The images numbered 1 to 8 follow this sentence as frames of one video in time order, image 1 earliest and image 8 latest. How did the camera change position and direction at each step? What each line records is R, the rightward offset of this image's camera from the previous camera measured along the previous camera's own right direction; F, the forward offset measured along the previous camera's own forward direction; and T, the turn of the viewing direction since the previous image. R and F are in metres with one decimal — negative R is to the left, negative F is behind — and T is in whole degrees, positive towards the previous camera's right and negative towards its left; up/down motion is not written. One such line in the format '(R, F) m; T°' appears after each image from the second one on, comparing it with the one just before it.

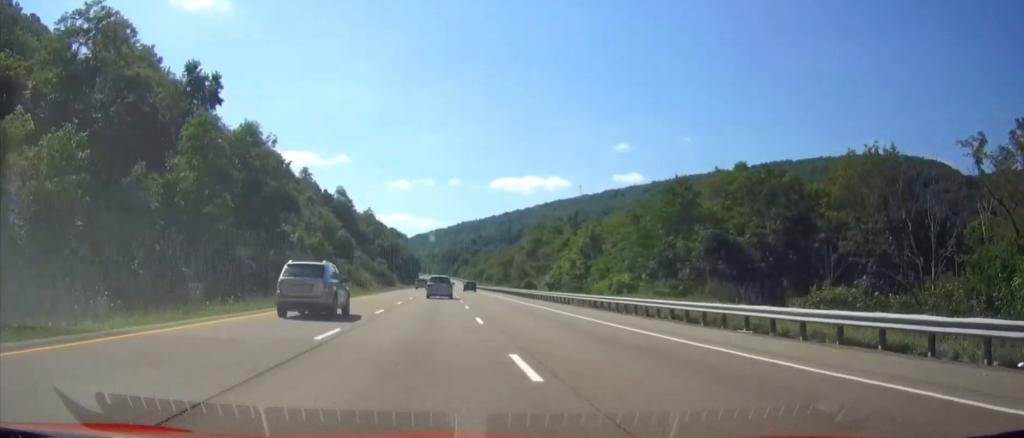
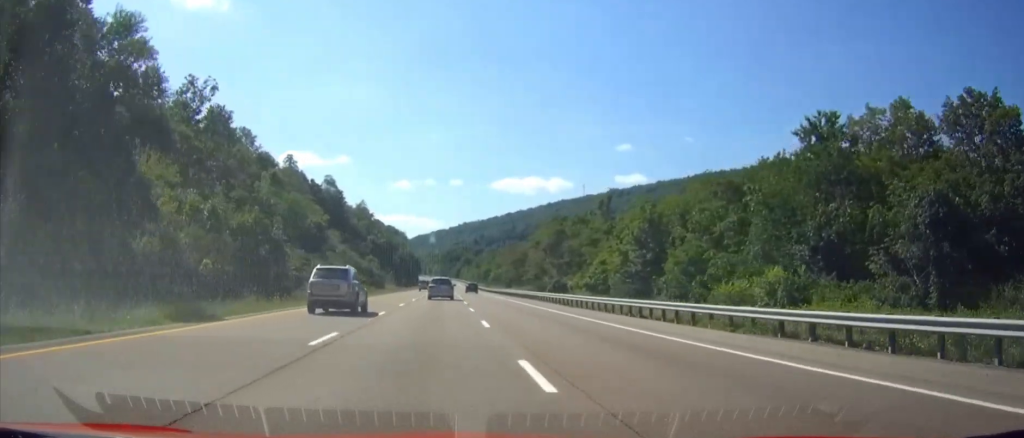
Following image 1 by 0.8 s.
(0.0, +25.1) m; 0°
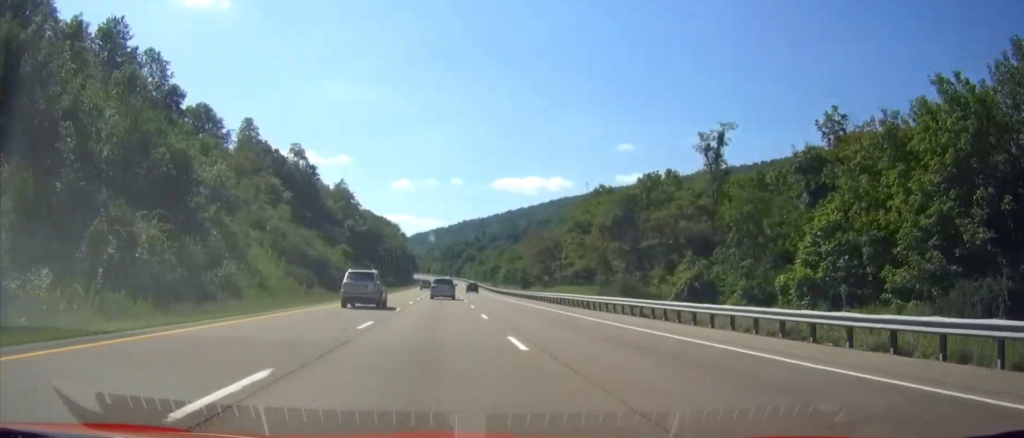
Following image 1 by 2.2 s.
(0.0, +43.8) m; 0°
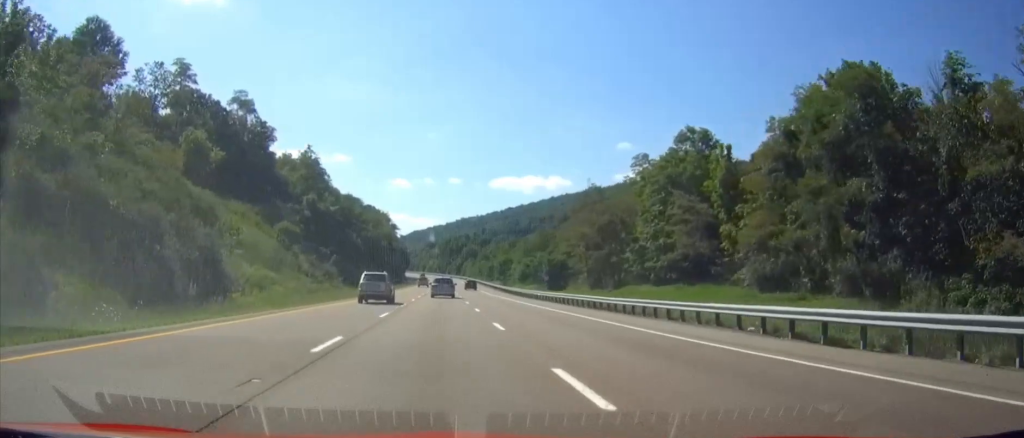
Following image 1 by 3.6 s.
(0.0, +42.7) m; 0°
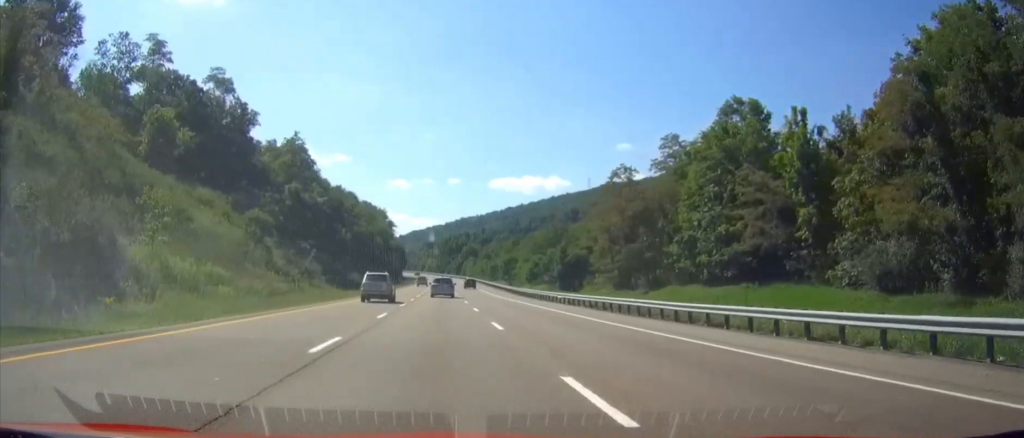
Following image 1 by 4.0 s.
(0.0, +12.5) m; 0°
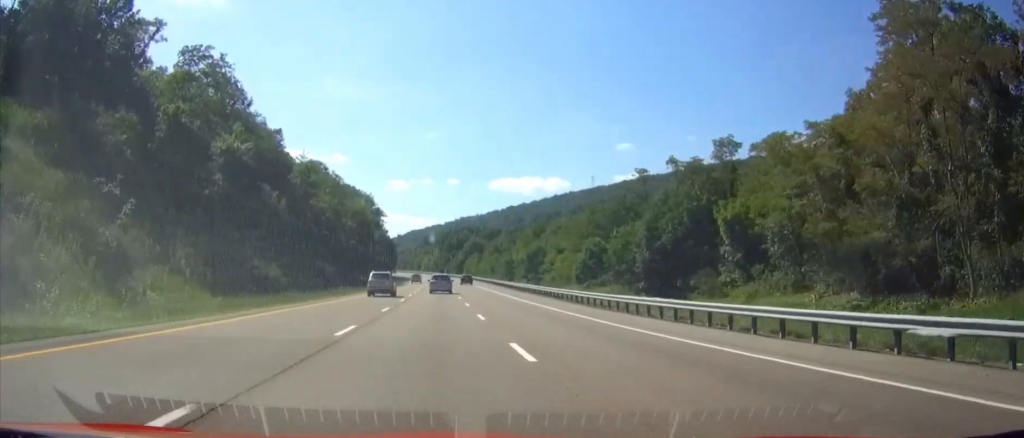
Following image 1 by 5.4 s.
(0.0, +44.7) m; 0°
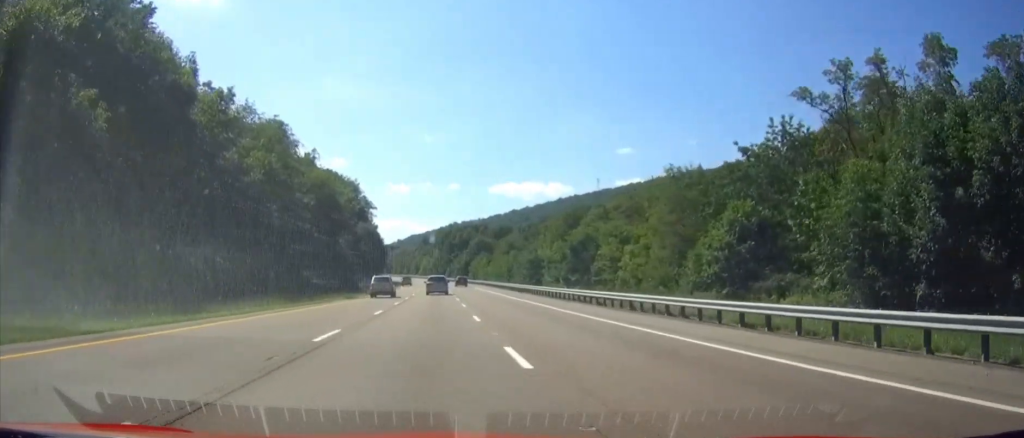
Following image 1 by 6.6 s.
(0.0, +37.4) m; 0°
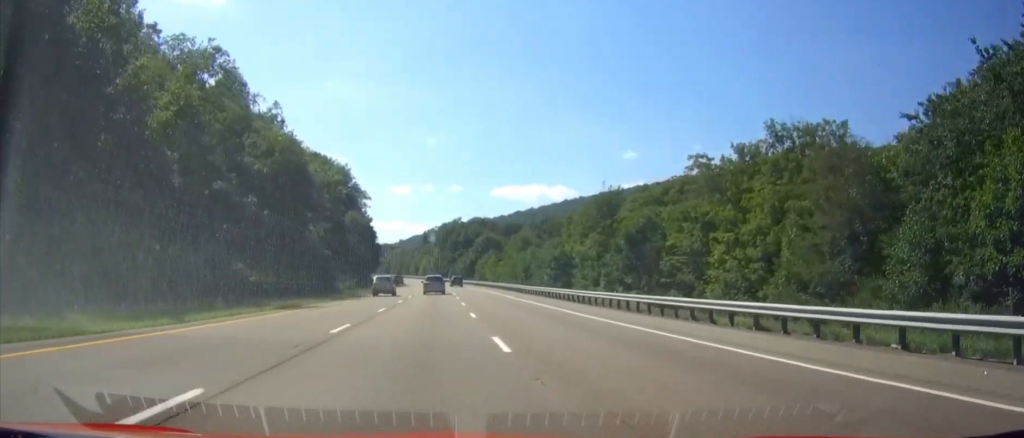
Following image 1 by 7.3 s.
(0.0, +21.8) m; 0°
